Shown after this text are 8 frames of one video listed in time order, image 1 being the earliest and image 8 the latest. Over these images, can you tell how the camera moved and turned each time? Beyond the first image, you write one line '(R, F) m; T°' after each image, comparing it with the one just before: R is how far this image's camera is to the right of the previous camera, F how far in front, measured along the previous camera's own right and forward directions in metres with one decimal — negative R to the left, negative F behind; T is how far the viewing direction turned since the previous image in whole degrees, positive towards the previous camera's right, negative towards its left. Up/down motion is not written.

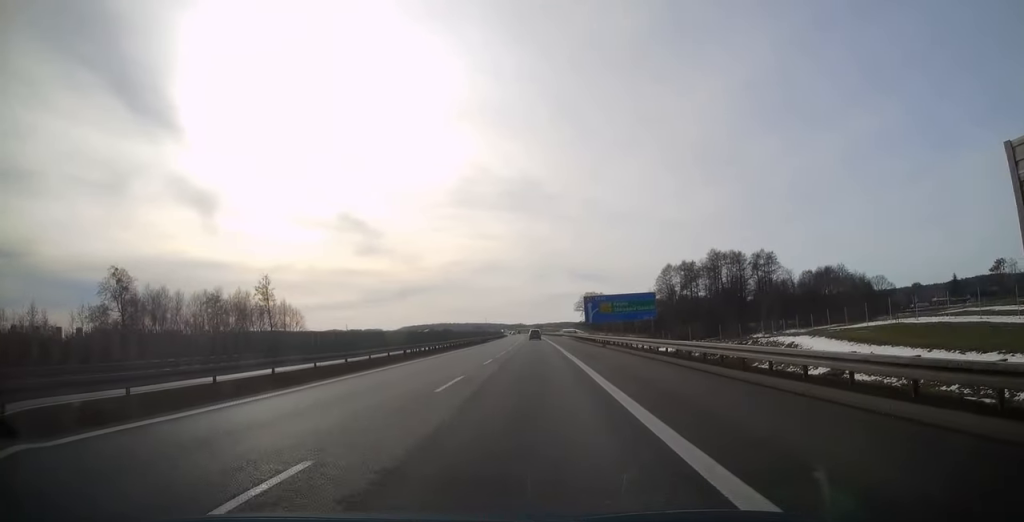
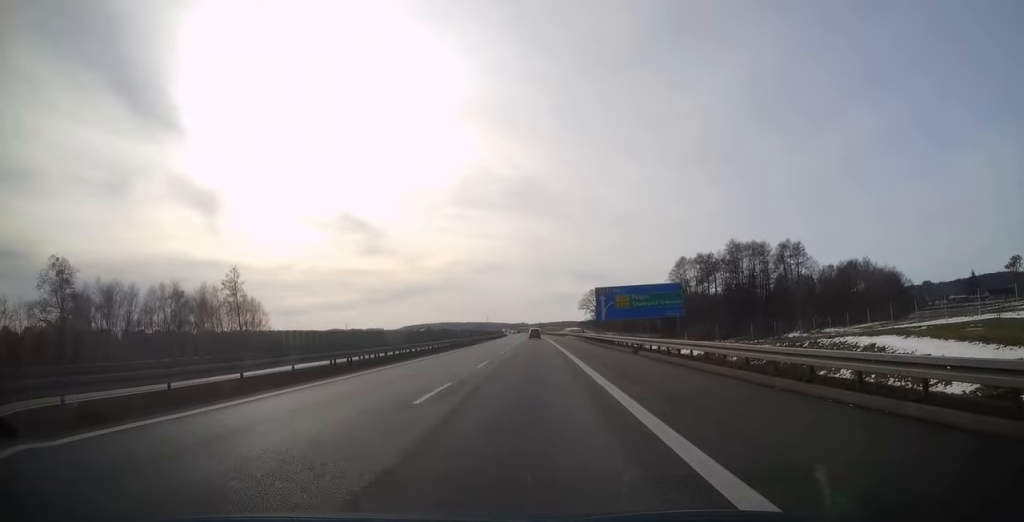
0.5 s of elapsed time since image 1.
(0.0, +14.2) m; 0°
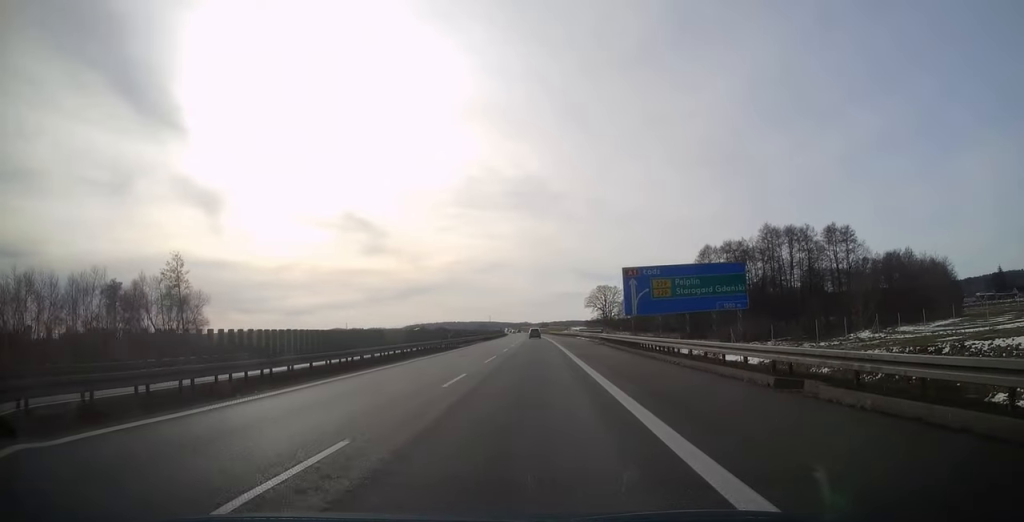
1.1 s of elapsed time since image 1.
(+0.1, +19.8) m; -1°
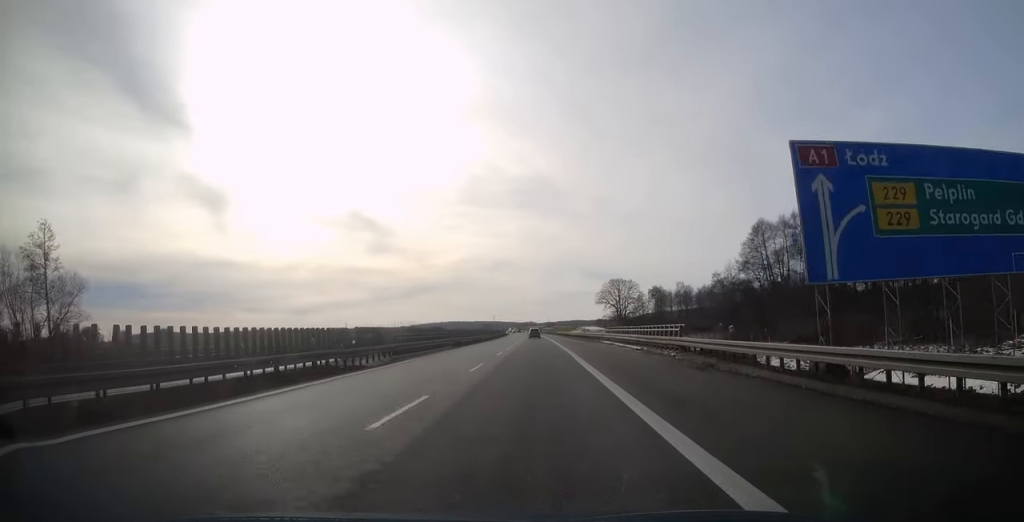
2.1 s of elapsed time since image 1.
(-0.4, +30.6) m; -1°
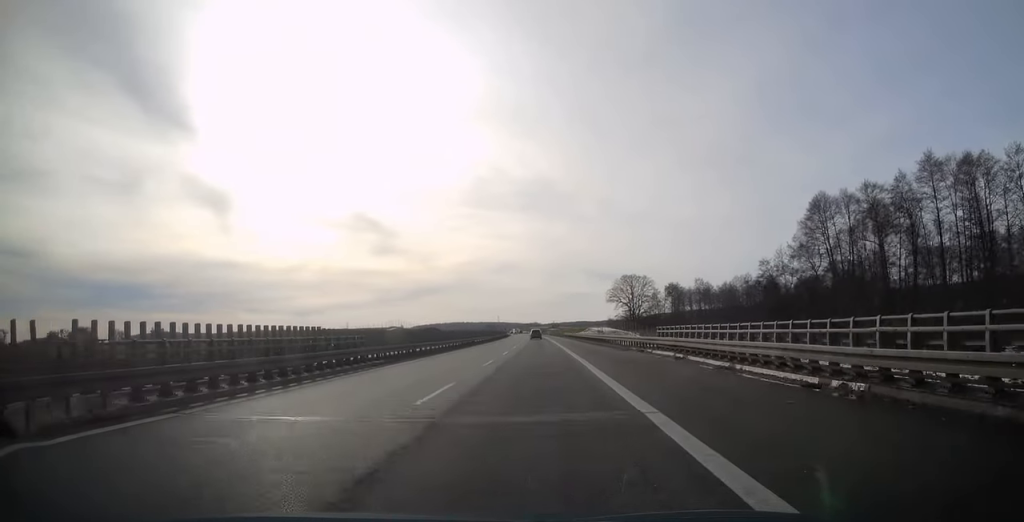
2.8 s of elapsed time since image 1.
(0.0, +21.4) m; 0°
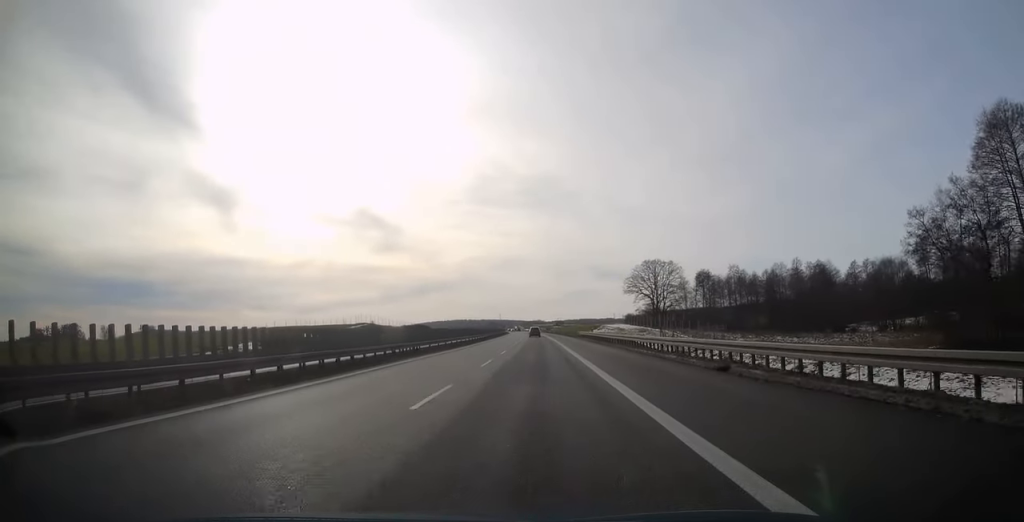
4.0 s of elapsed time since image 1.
(-0.2, +36.6) m; 0°
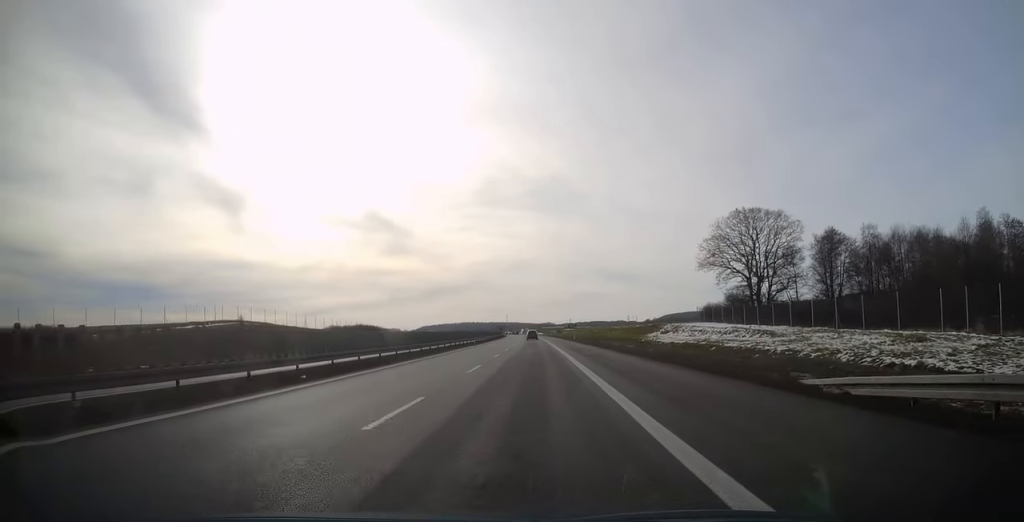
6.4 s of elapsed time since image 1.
(-0.6, +73.8) m; -1°
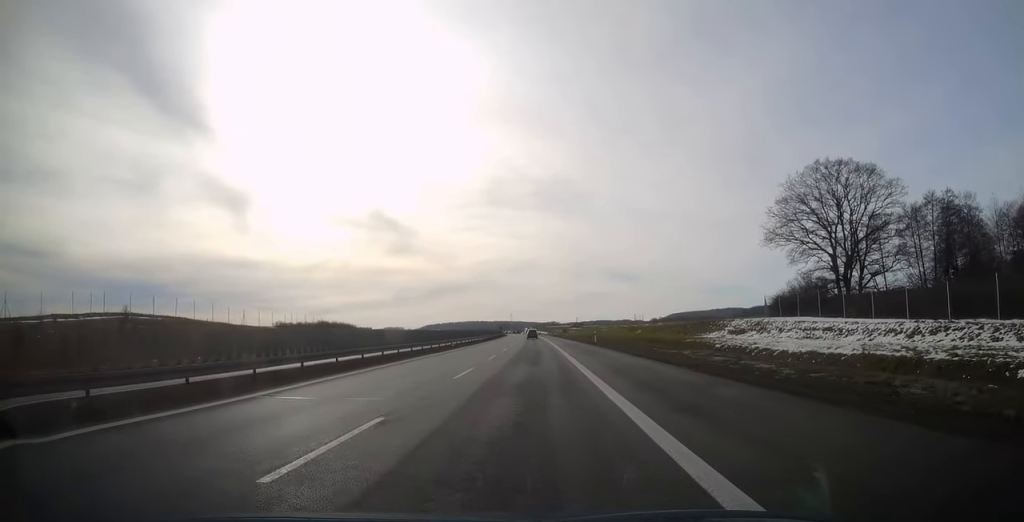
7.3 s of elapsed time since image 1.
(0.0, +27.5) m; 0°
